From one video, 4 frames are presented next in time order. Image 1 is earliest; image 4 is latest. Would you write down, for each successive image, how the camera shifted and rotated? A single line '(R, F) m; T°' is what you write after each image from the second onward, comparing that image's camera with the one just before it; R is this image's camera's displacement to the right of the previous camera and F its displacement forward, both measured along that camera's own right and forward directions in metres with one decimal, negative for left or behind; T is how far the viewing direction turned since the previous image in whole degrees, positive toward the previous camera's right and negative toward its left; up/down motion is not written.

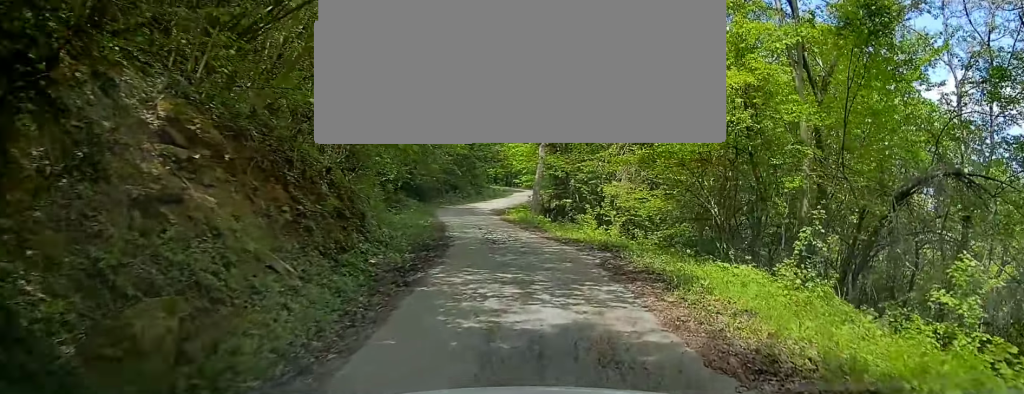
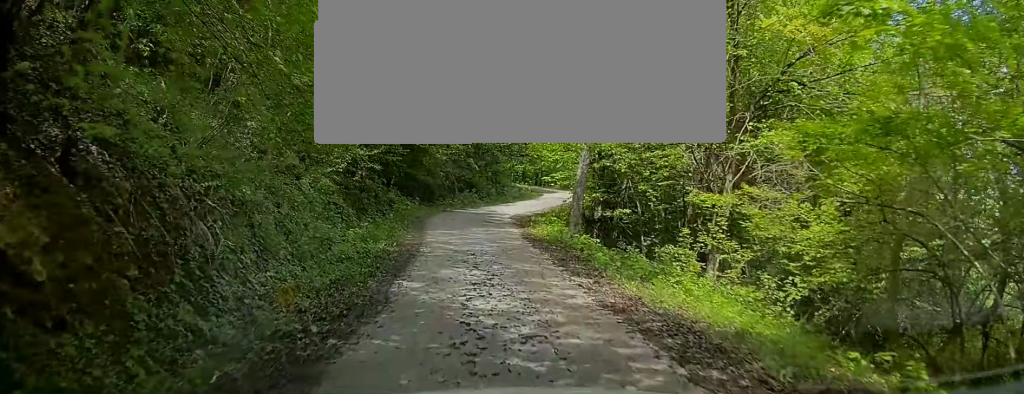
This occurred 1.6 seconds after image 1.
(+0.9, +9.9) m; +3°
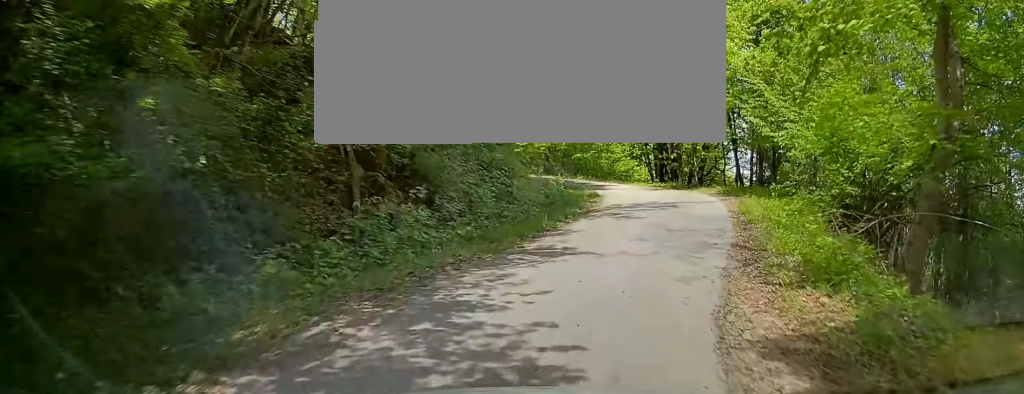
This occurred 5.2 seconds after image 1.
(-2.0, +25.4) m; +2°
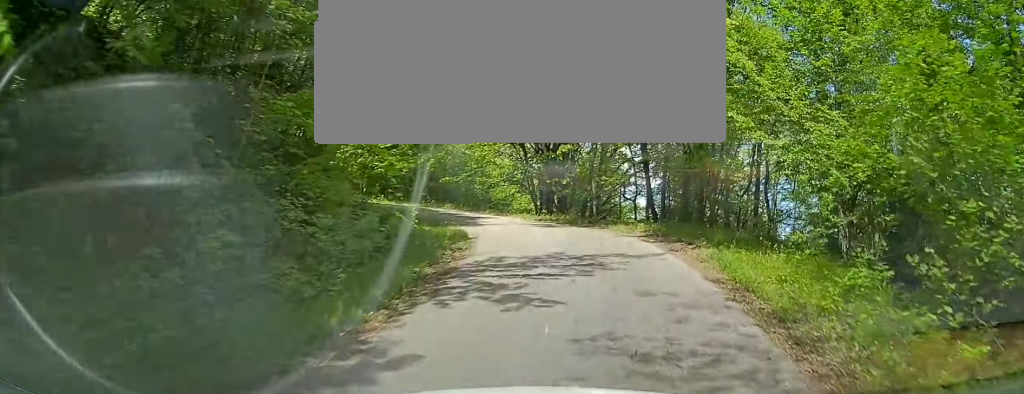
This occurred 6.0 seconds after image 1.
(+0.4, +6.1) m; +5°
